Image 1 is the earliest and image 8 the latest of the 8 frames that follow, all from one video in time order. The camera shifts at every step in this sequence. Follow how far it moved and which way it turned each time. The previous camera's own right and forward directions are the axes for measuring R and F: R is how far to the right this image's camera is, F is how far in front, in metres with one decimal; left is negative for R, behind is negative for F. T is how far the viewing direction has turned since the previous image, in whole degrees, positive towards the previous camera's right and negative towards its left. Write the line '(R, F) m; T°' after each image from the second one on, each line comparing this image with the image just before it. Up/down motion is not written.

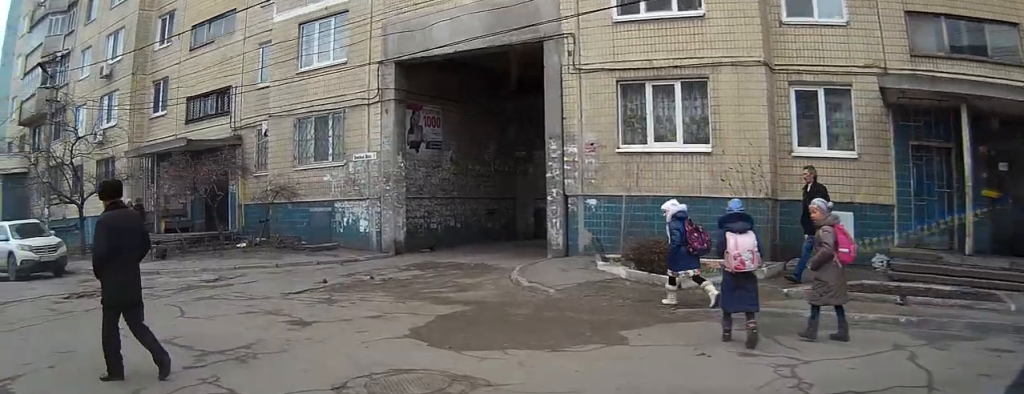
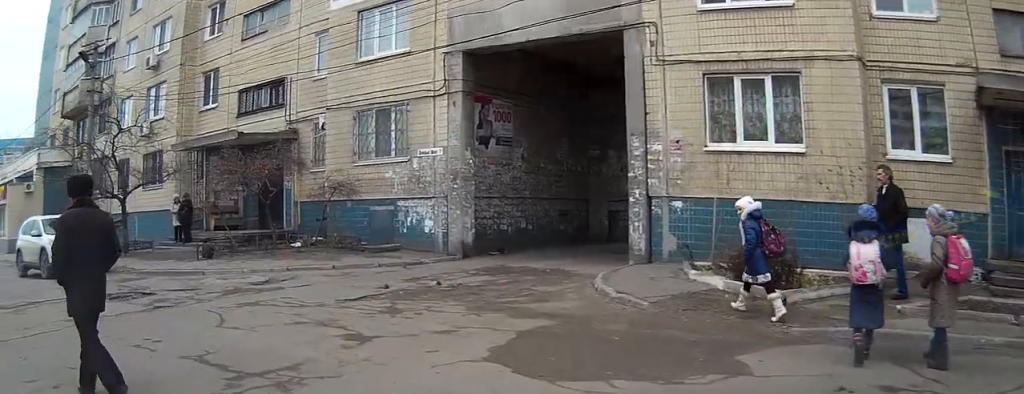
(0.0, +1.8) m; -2°
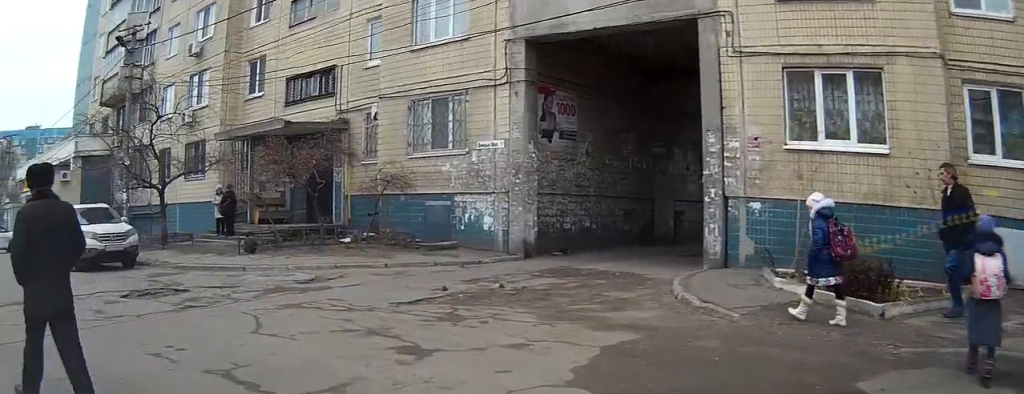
(0.0, +1.6) m; -5°
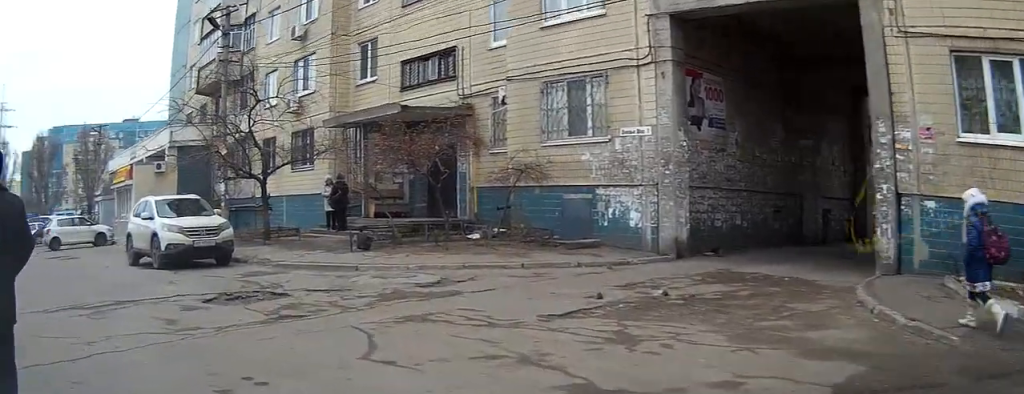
(-0.1, +2.4) m; -10°
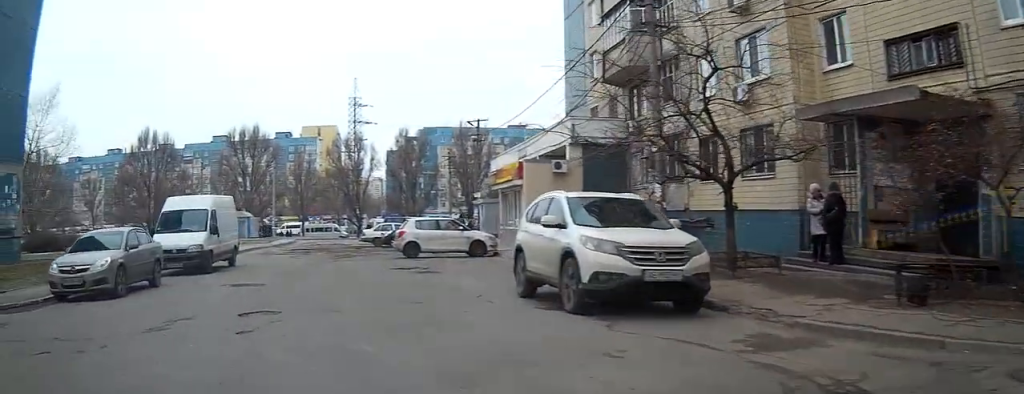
(-1.2, +6.2) m; -11°
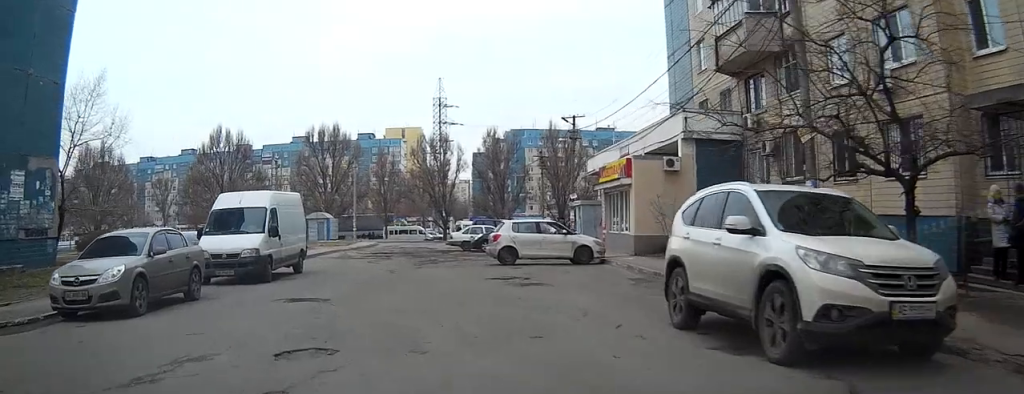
(0.0, +3.1) m; 0°
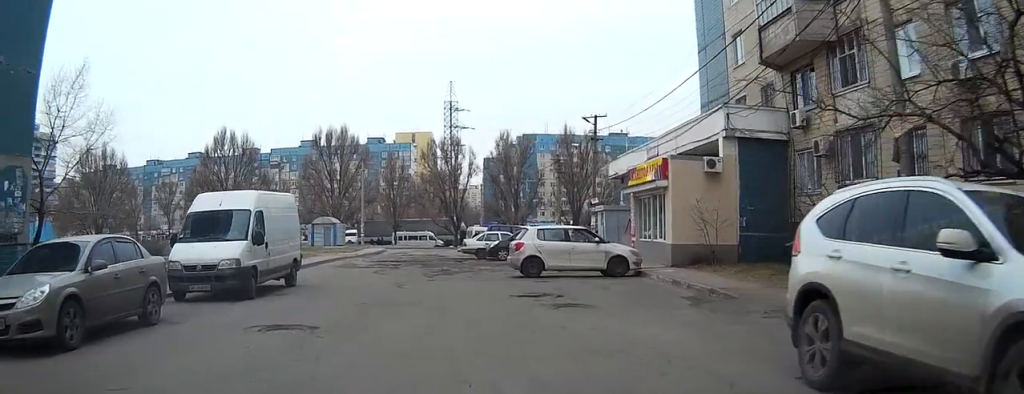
(0.0, +2.9) m; 0°
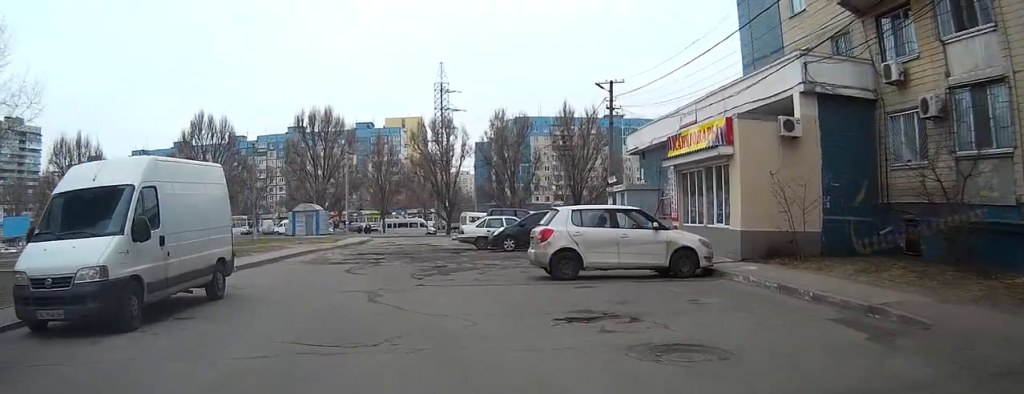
(0.0, +6.3) m; 0°
